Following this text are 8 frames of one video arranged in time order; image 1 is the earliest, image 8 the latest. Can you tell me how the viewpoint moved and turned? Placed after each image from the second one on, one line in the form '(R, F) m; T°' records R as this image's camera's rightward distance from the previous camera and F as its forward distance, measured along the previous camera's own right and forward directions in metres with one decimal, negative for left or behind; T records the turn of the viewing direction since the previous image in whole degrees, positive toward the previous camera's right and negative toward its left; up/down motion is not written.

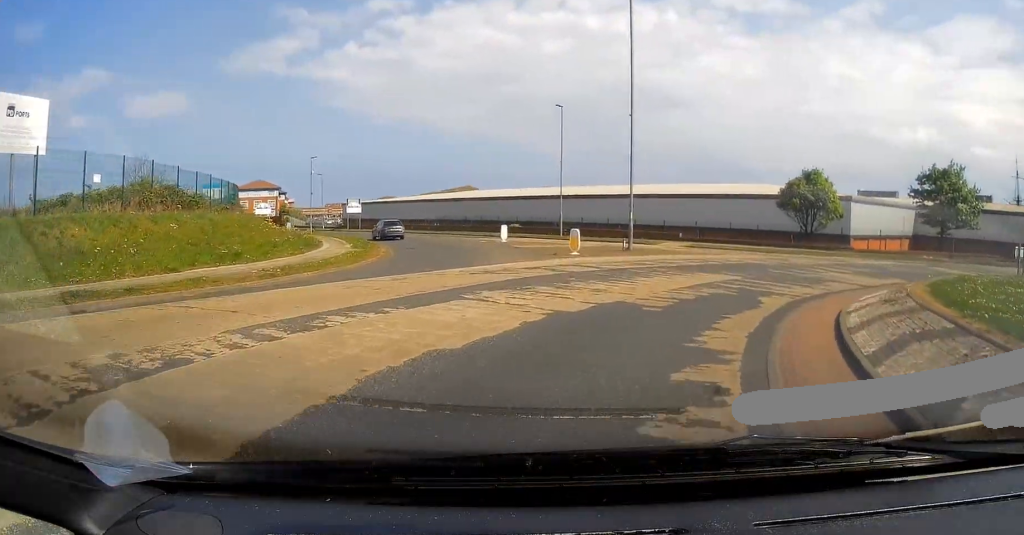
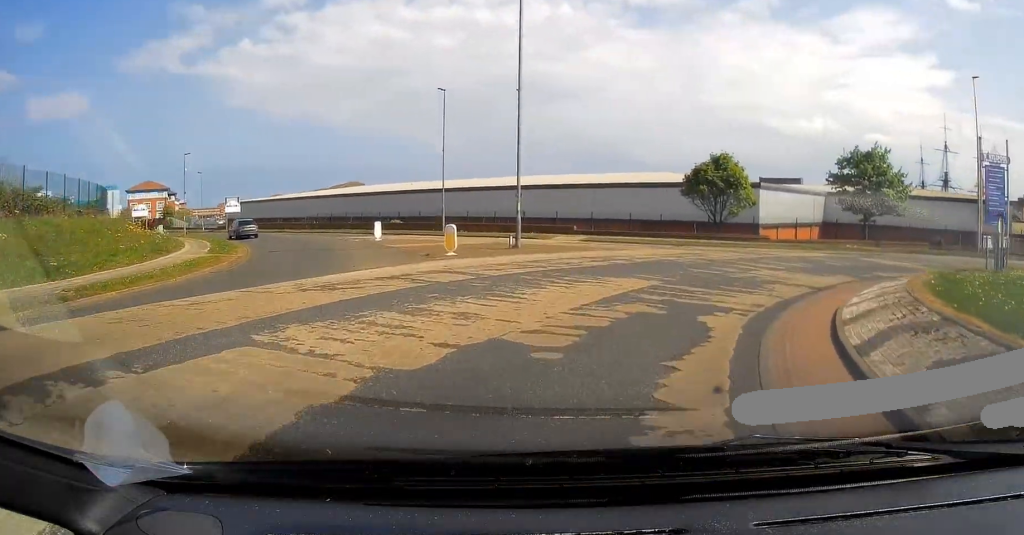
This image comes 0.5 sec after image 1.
(+0.2, +3.0) m; +10°
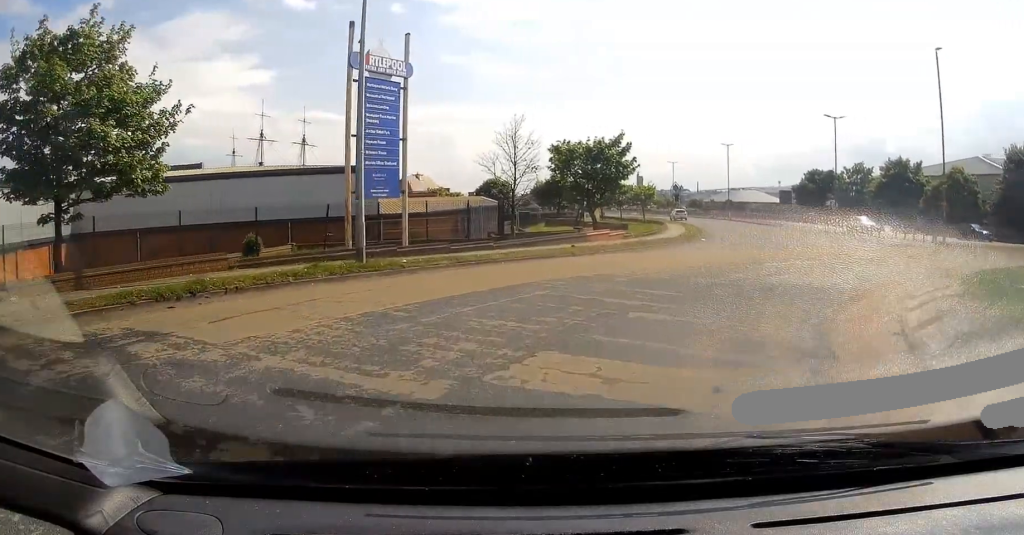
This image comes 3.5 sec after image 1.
(+3.3, +27.1) m; +23°
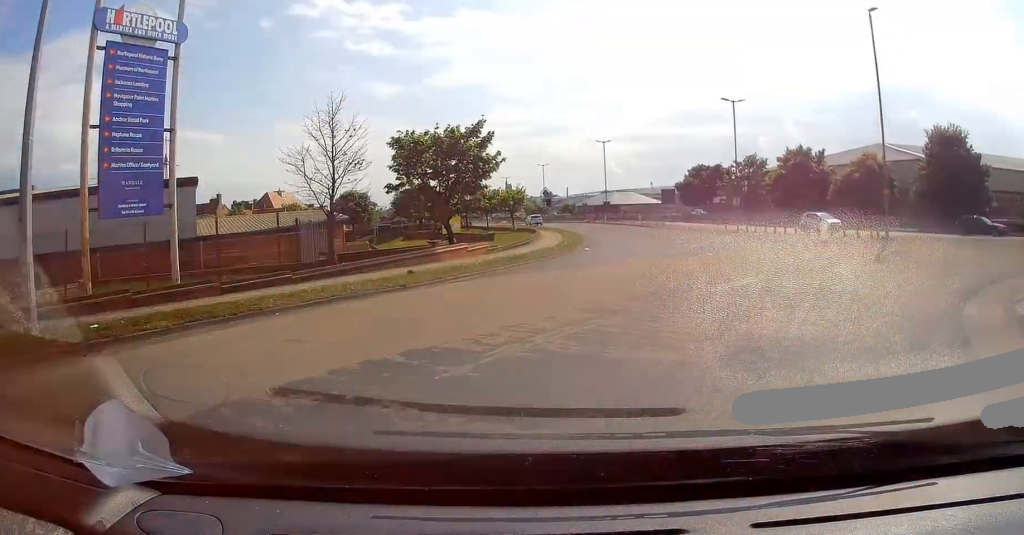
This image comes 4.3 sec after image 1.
(+1.0, +5.7) m; +23°
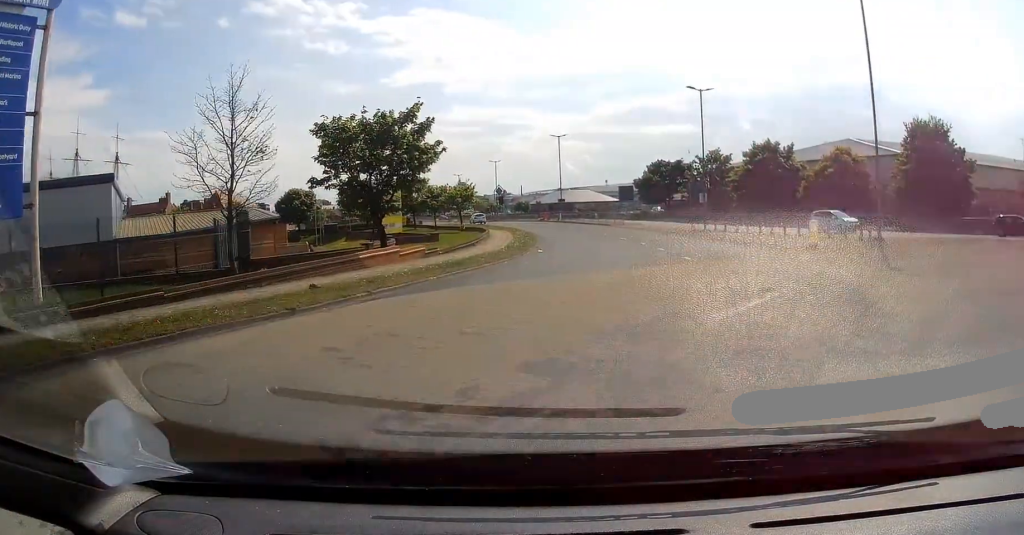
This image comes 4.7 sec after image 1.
(+0.5, +2.6) m; +10°
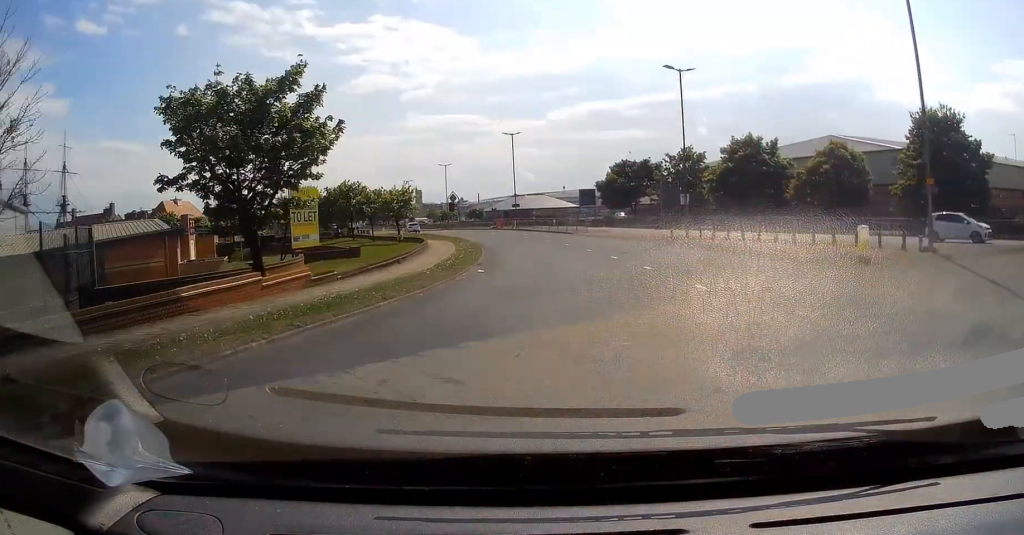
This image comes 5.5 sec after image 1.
(+1.1, +5.0) m; +18°
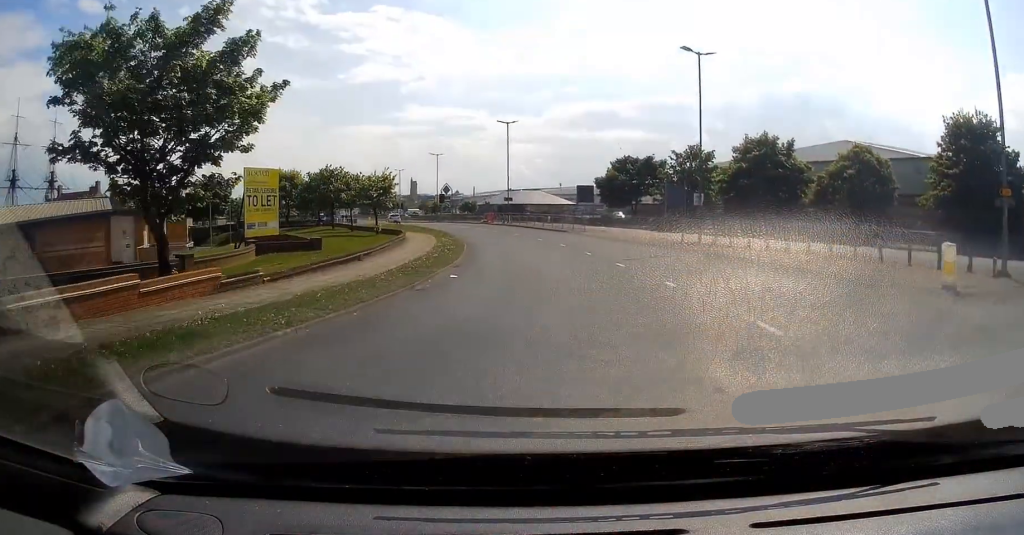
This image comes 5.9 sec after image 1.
(+0.3, +3.2) m; +2°
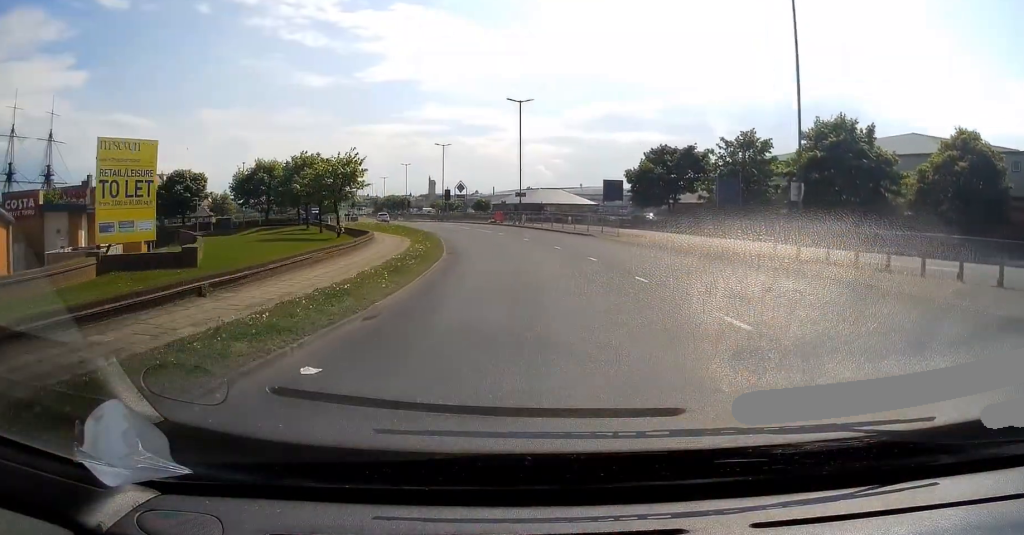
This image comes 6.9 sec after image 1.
(+0.4, +8.3) m; +5°
